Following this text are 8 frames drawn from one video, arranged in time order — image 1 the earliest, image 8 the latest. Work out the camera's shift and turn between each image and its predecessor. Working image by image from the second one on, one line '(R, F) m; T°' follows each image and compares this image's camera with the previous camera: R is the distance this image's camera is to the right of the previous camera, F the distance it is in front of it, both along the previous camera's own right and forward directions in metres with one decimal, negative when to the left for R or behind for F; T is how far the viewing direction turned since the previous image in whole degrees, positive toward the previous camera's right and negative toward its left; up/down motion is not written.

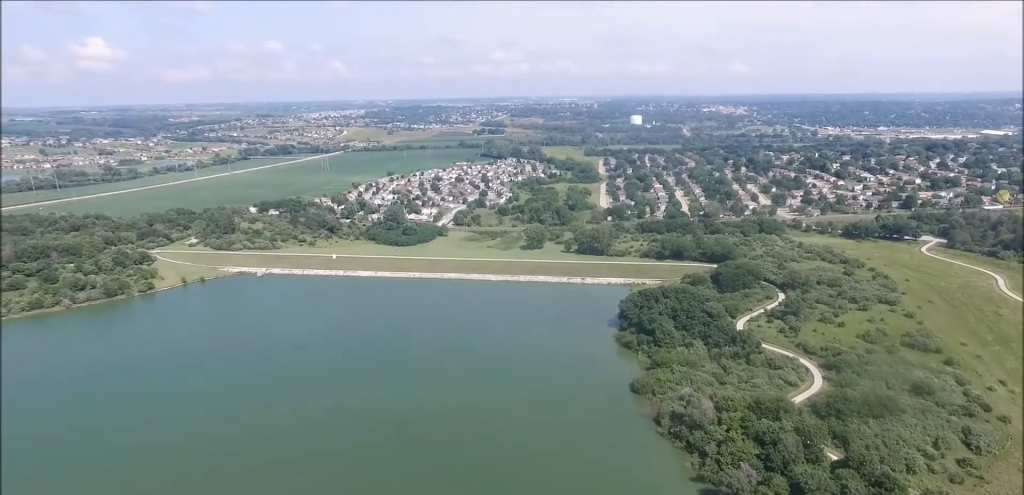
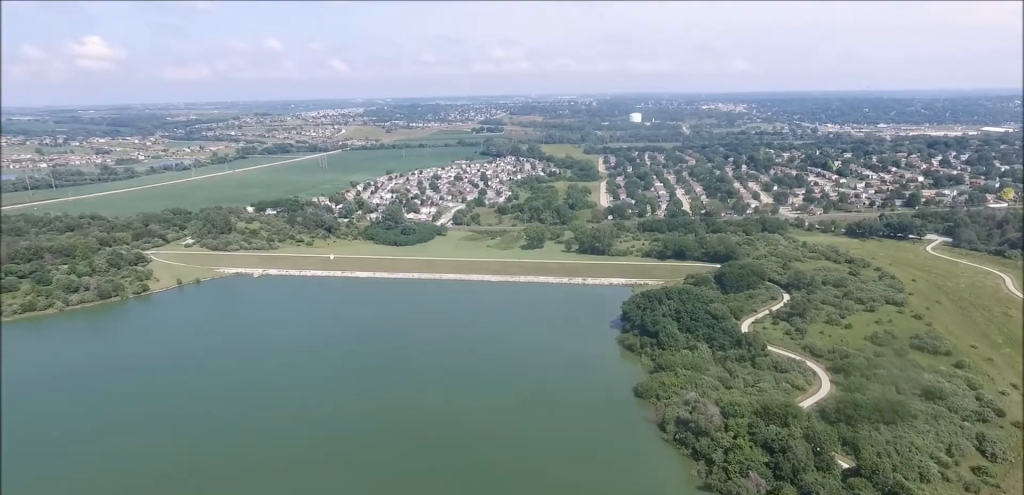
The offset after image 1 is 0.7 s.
(+0.1, +7.6) m; 0°
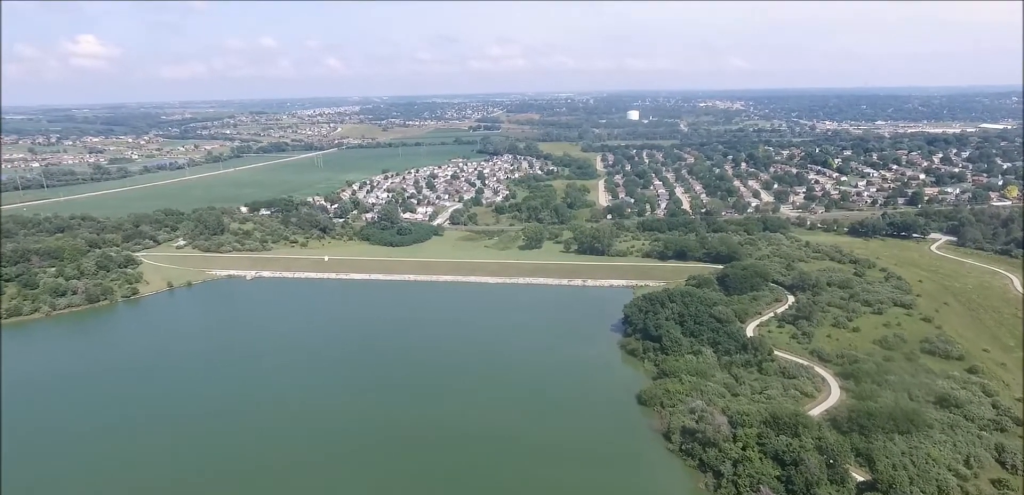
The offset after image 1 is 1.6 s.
(0.0, +9.9) m; -1°
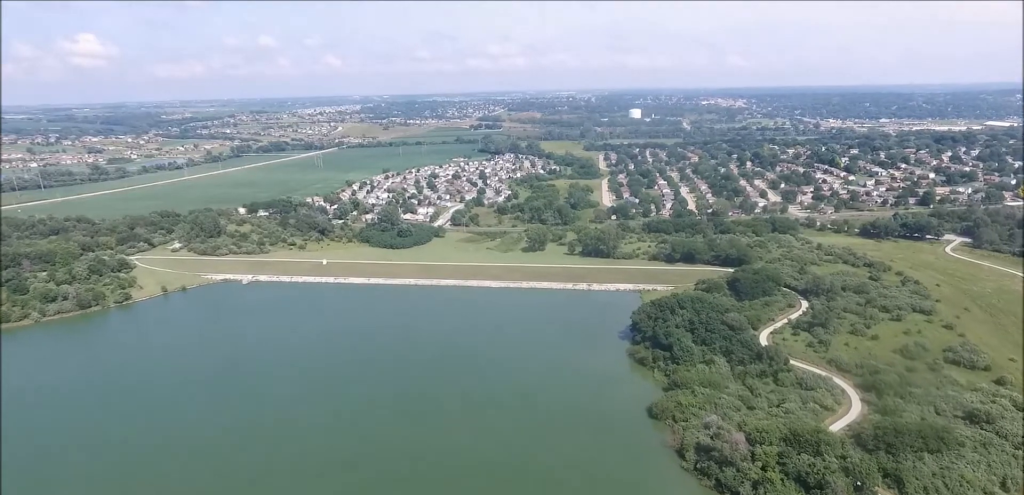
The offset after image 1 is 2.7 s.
(-0.2, +13.9) m; -1°
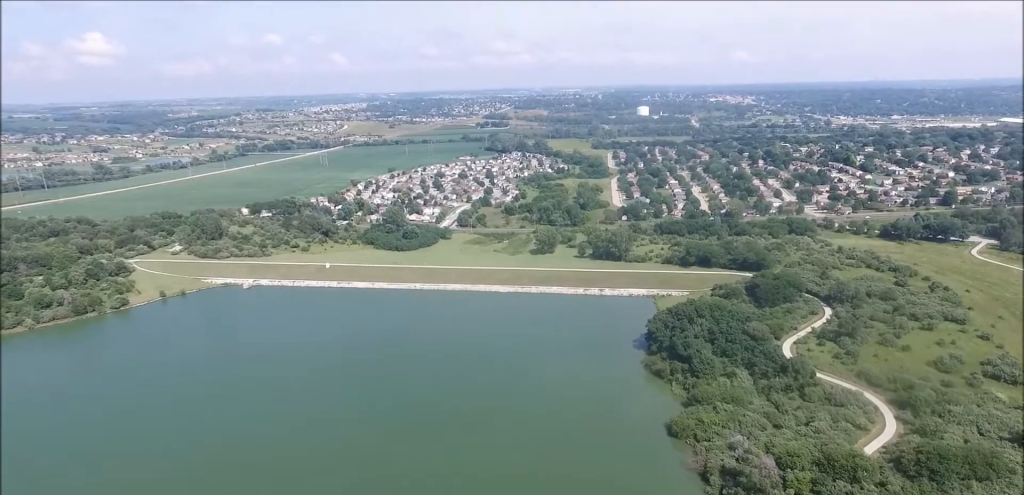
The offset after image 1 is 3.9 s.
(-0.1, +16.1) m; 0°
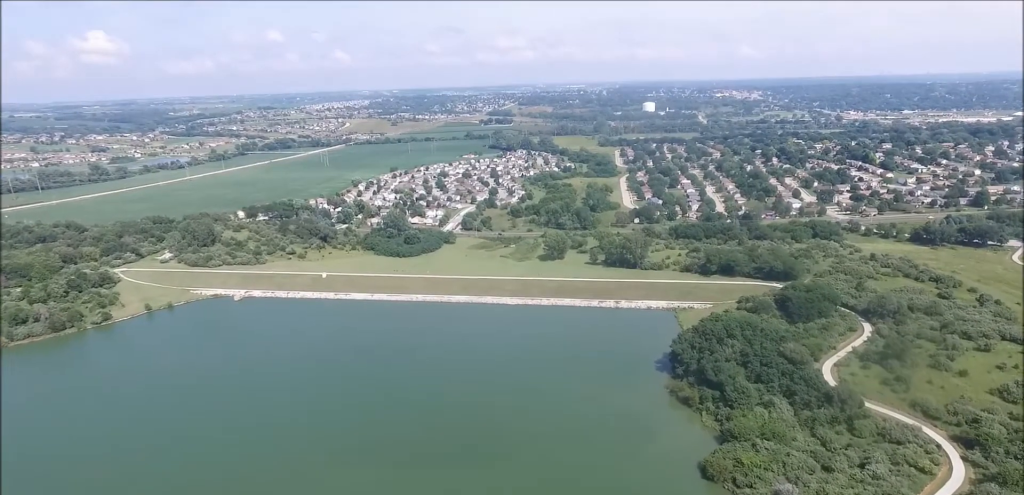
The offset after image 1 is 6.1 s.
(+0.2, +28.6) m; 0°
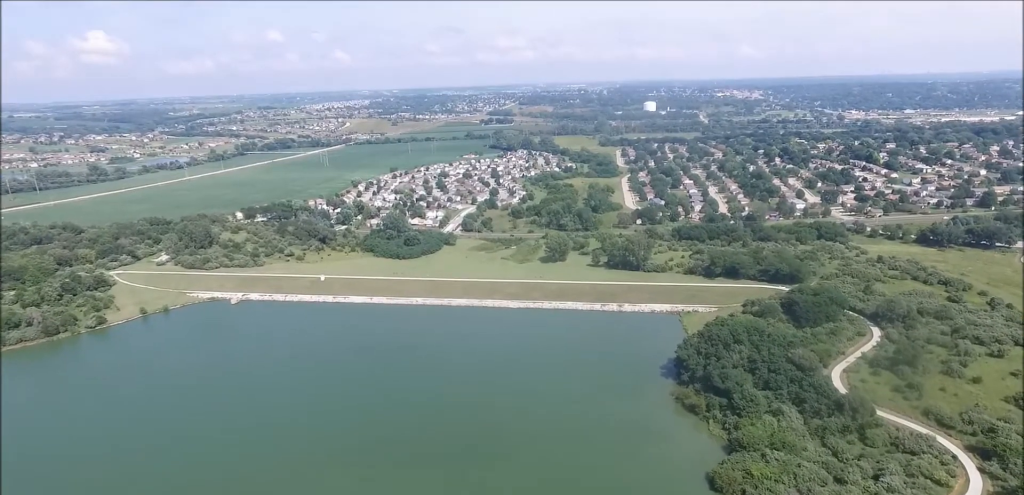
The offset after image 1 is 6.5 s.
(0.0, +6.7) m; 0°
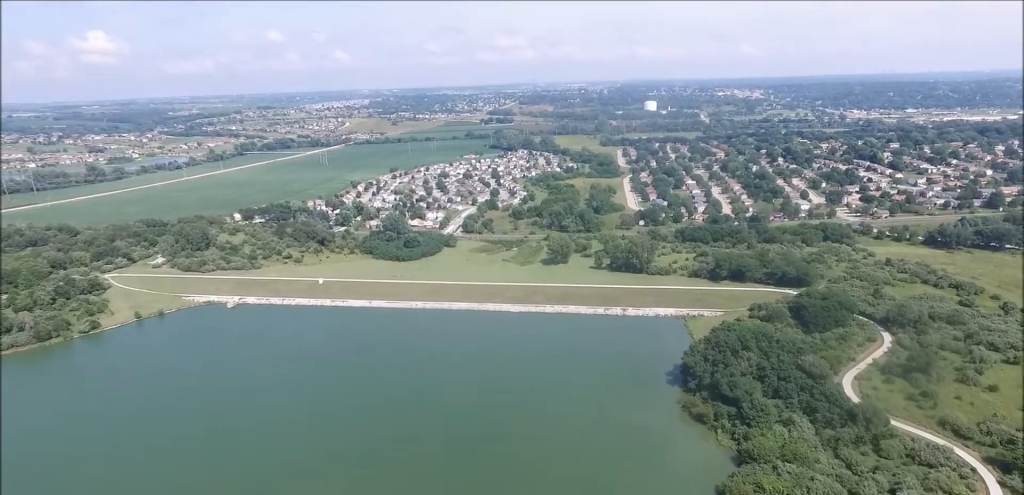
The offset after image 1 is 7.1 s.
(0.0, +7.8) m; 0°
